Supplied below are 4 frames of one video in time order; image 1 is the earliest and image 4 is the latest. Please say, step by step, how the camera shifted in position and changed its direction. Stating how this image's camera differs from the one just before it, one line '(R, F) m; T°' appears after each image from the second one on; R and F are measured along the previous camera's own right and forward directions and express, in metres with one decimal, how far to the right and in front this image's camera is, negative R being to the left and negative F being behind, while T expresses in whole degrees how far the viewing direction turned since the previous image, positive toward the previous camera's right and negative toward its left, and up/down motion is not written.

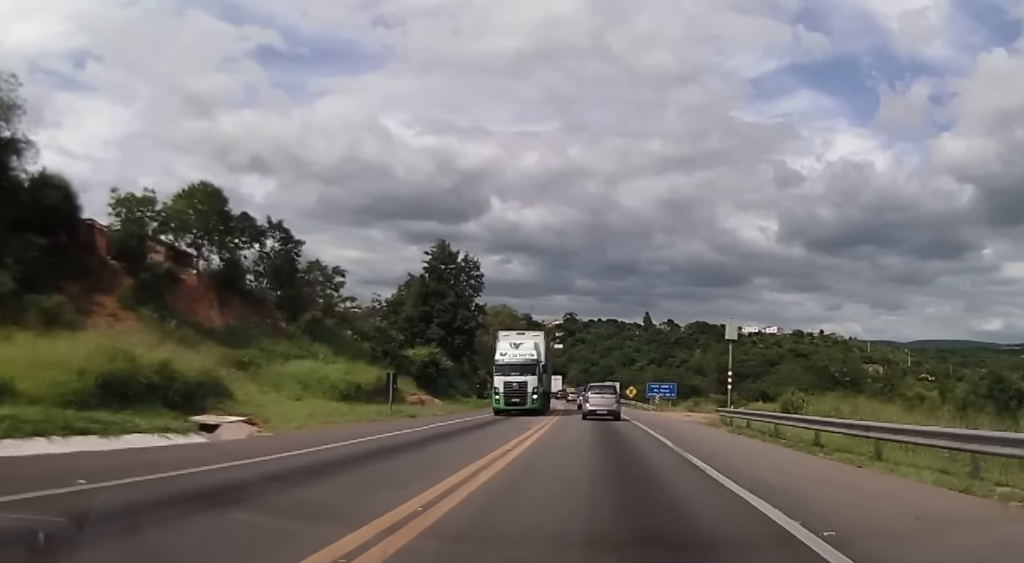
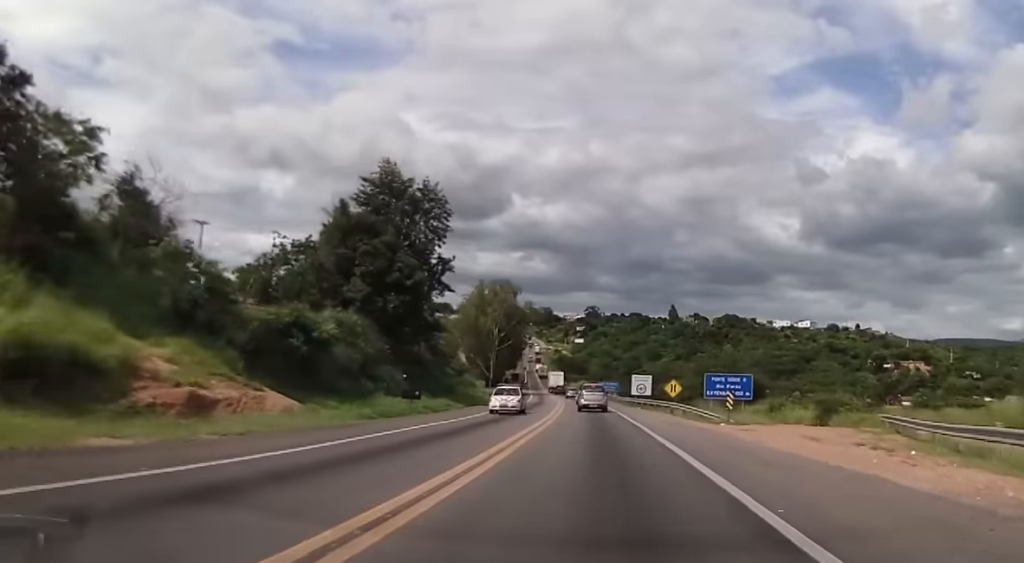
(+0.3, +30.6) m; -3°
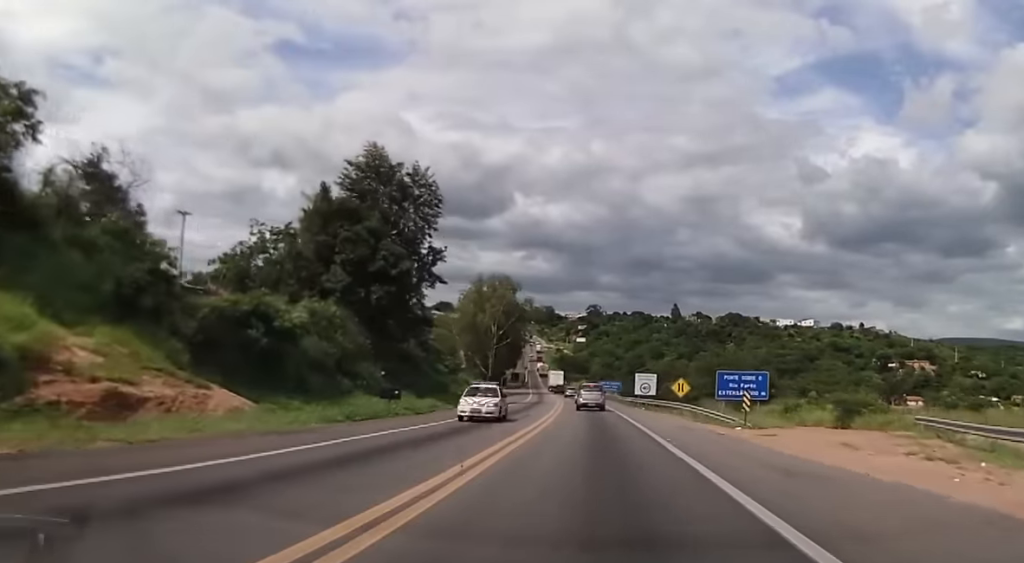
(-0.1, +4.1) m; +1°
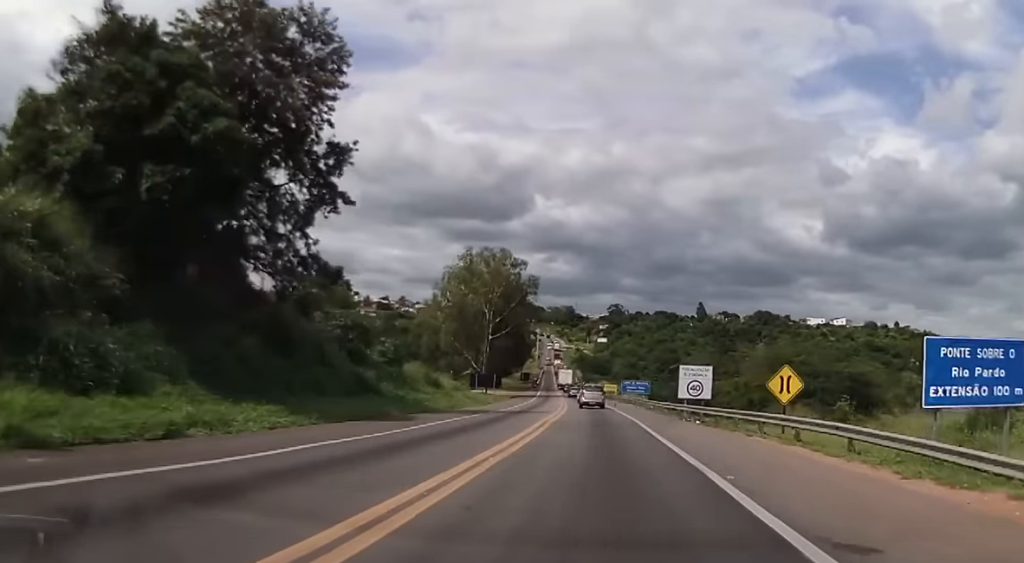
(+0.1, +25.3) m; -1°
